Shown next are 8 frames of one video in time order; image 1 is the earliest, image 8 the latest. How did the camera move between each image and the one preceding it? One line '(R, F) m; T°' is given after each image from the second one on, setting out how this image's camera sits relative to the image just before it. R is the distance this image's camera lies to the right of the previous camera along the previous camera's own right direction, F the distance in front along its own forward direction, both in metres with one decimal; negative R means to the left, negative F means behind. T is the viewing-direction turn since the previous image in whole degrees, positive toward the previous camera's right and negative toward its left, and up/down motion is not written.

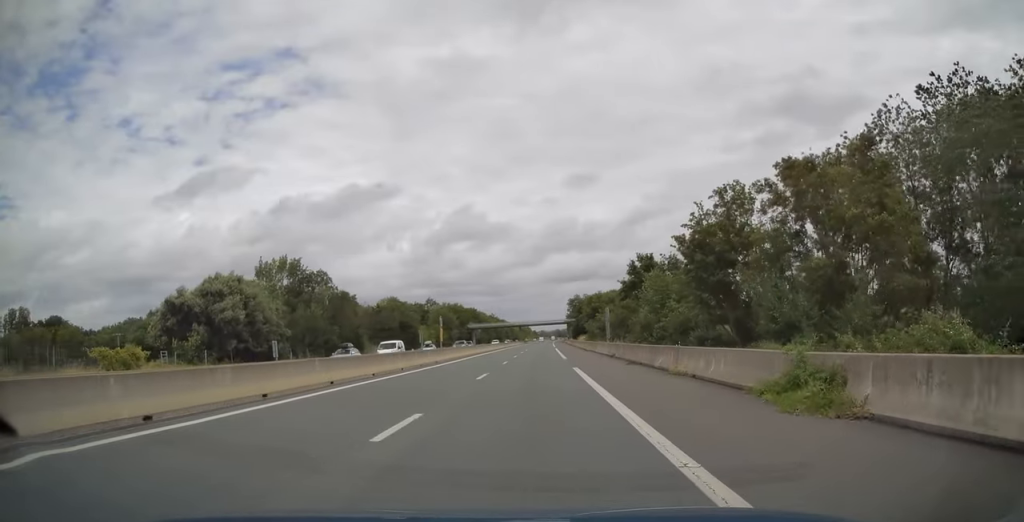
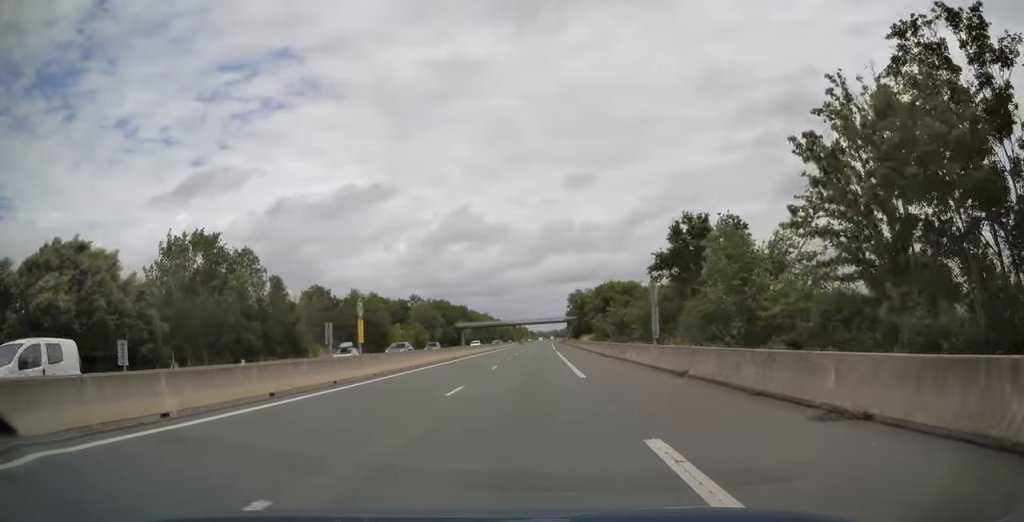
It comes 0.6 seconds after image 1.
(-0.1, +19.5) m; 0°
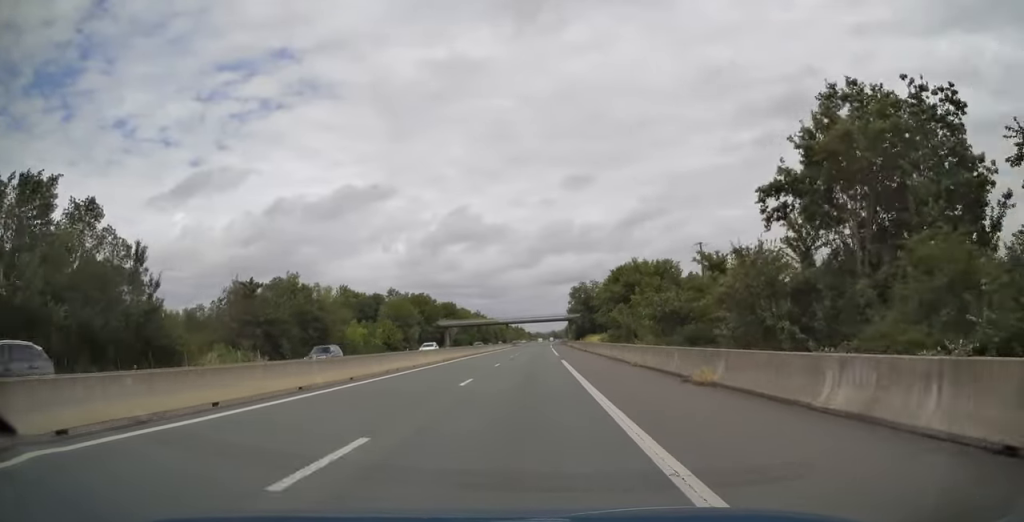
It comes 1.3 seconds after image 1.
(+0.3, +22.7) m; 0°
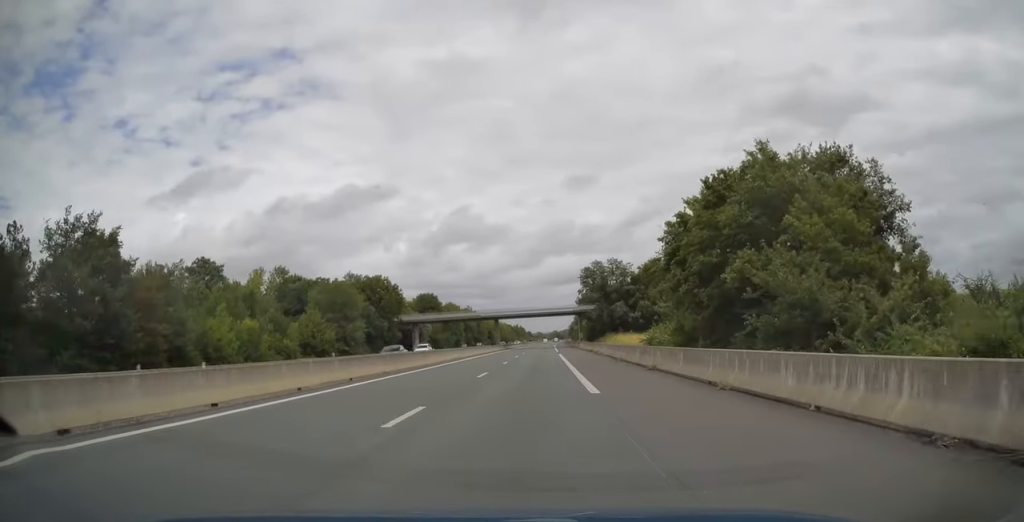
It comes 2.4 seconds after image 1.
(-0.1, +35.1) m; 0°
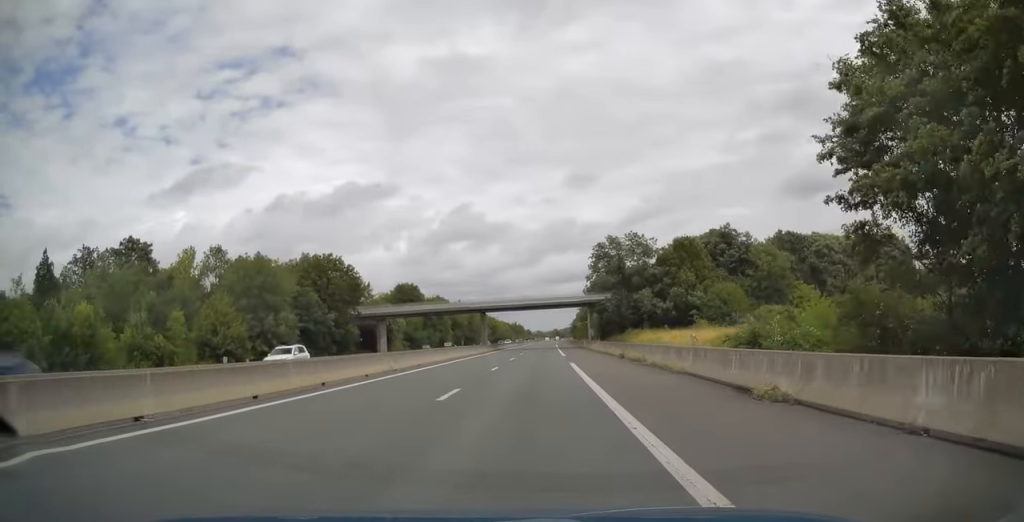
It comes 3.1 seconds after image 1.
(0.0, +22.1) m; 0°
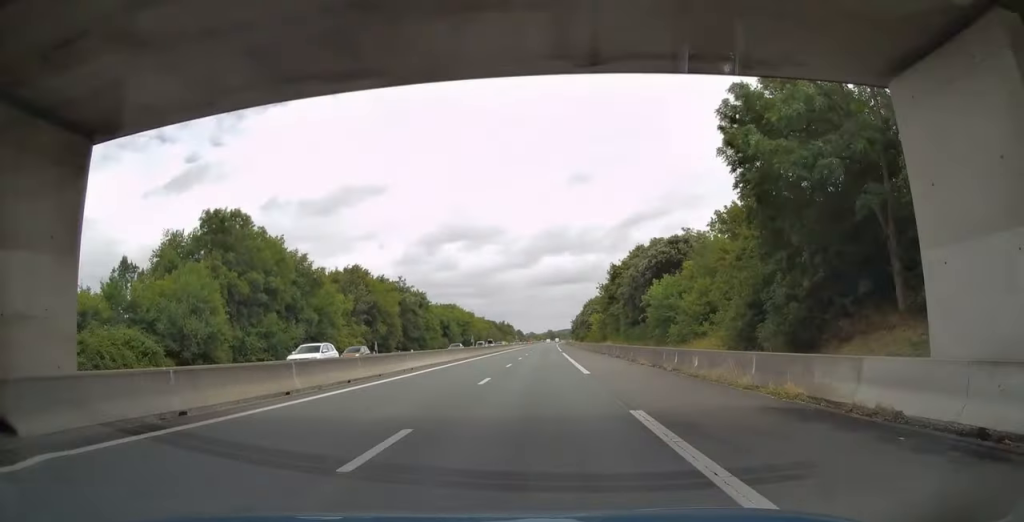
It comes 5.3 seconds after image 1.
(+0.3, +72.7) m; +1°
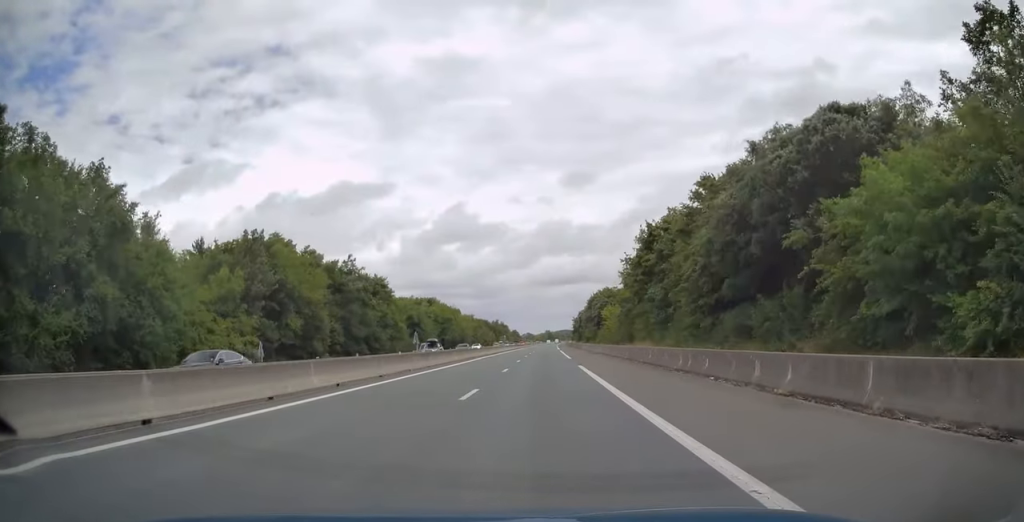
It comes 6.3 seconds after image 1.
(+0.2, +31.3) m; 0°
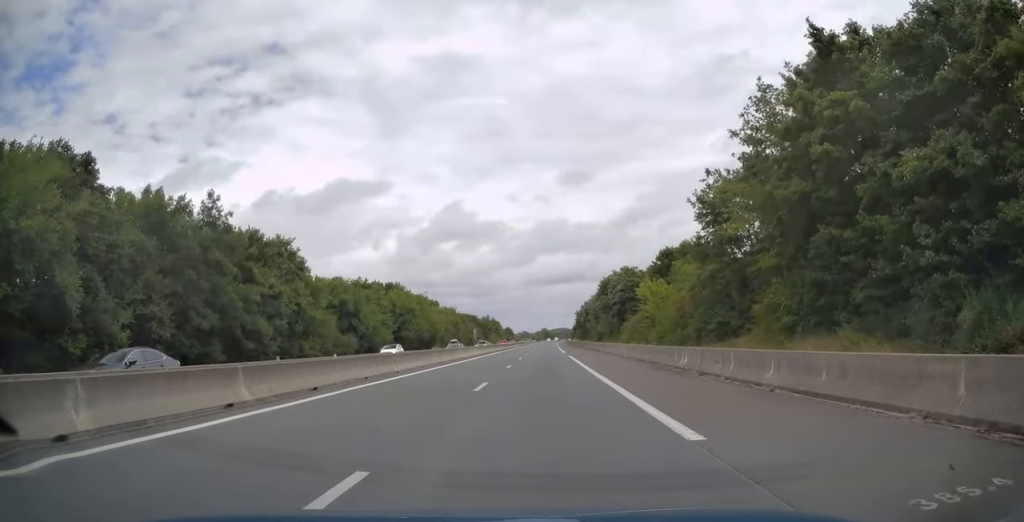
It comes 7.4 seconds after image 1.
(+0.1, +37.3) m; 0°
